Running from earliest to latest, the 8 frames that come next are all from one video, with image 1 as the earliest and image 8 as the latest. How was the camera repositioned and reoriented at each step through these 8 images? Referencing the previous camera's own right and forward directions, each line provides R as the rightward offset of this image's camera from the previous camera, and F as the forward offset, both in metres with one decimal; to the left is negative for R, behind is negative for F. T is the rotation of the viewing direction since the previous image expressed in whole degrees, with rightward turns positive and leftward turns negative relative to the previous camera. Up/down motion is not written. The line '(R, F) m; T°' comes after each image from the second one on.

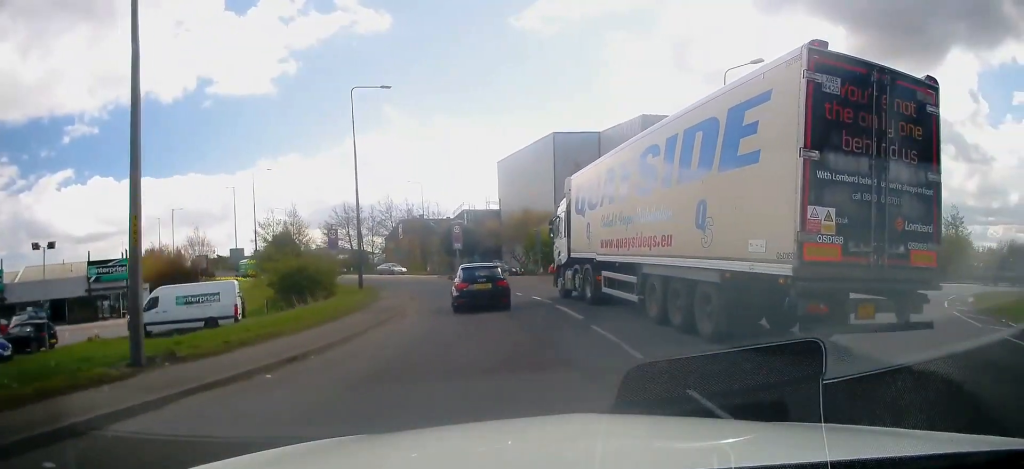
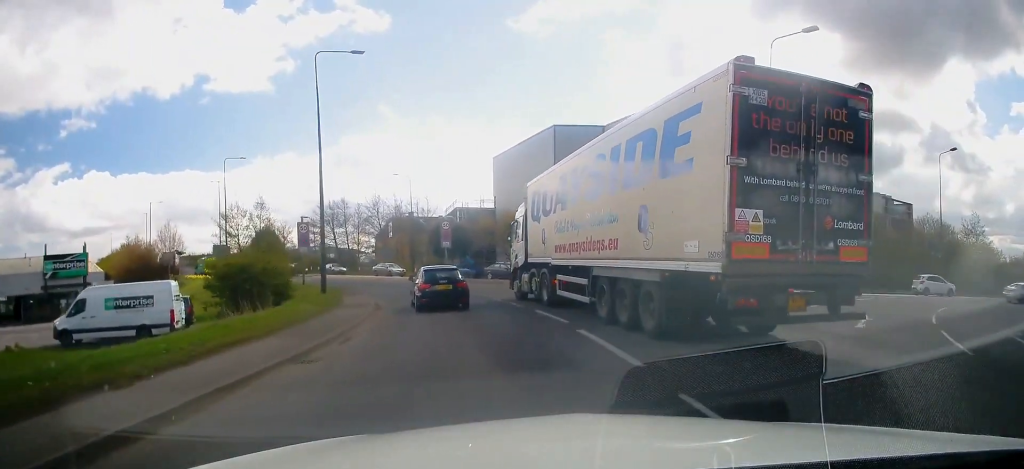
(+0.9, +8.8) m; +7°
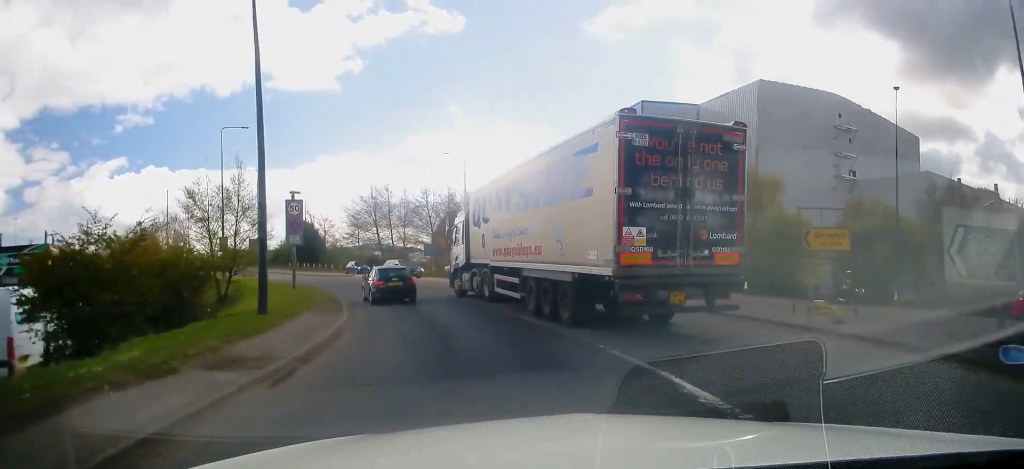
(+1.6, +17.3) m; 0°
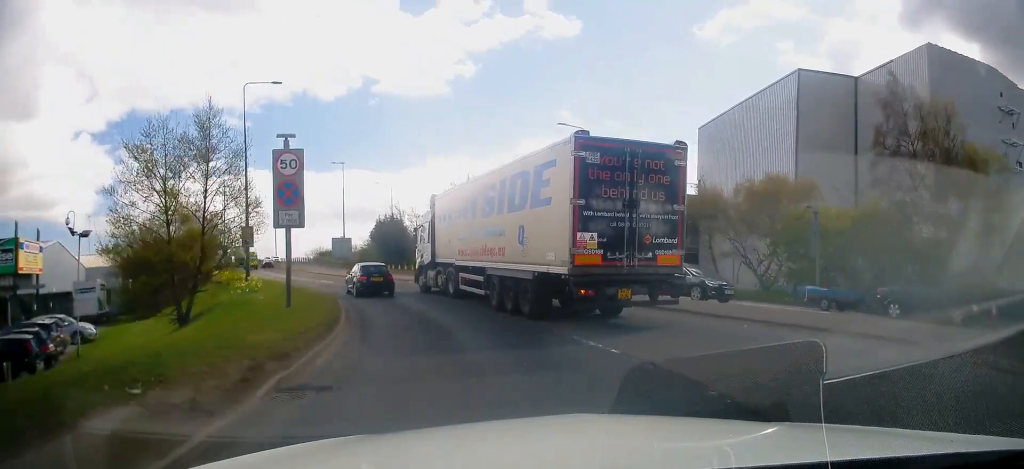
(-1.5, +15.4) m; -13°
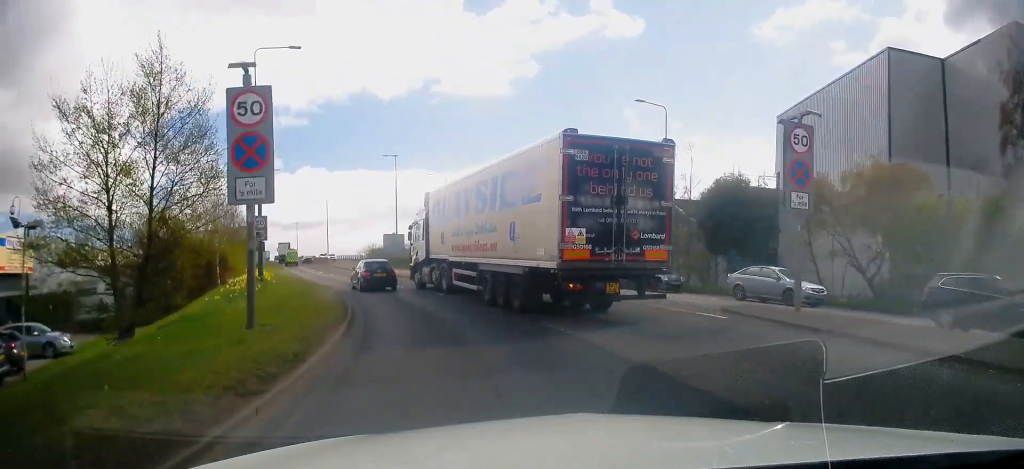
(-0.5, +7.5) m; -6°
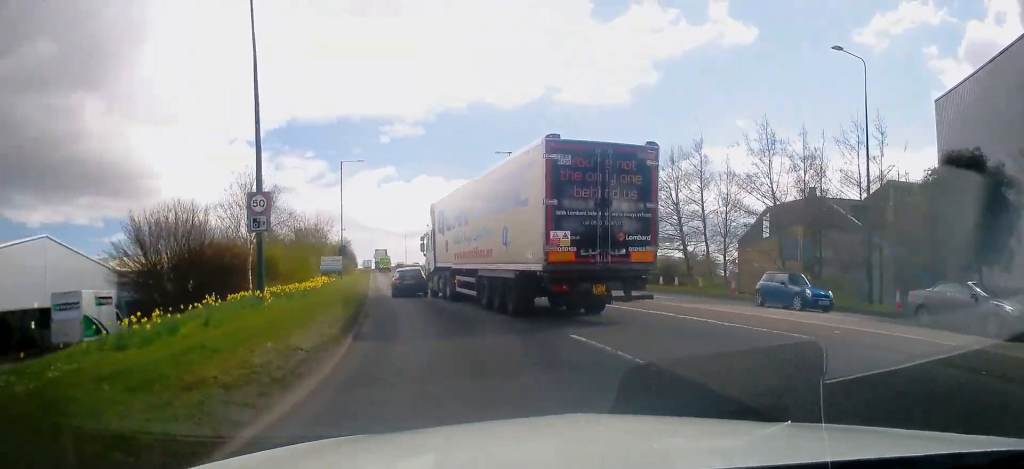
(-1.0, +12.4) m; -9°
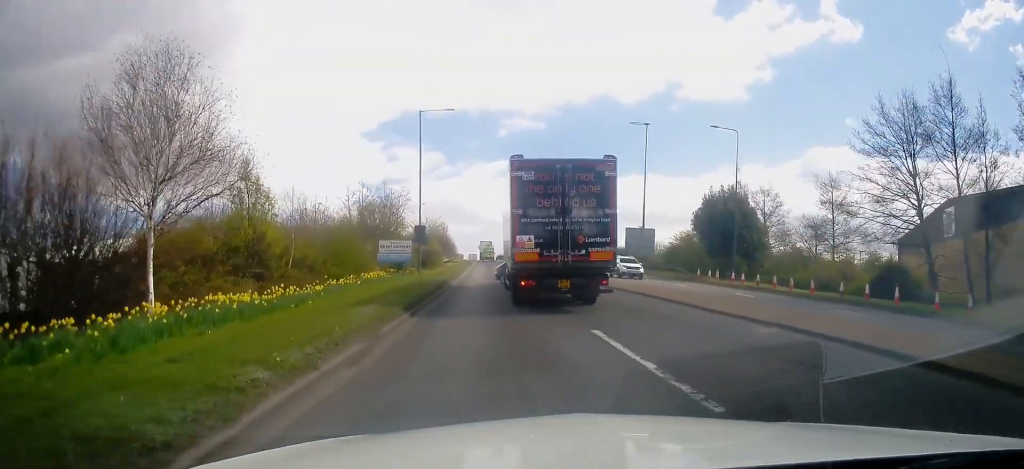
(-1.9, +17.1) m; -11°
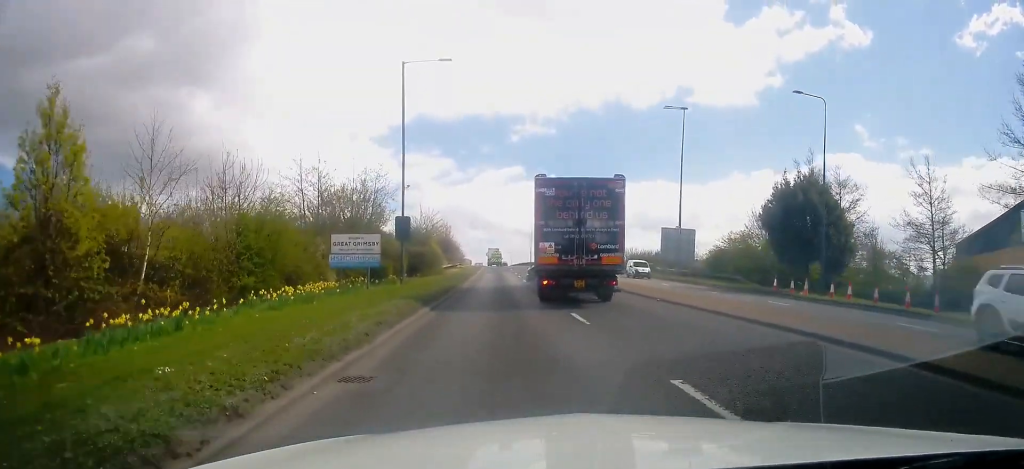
(-0.1, +12.0) m; +2°
